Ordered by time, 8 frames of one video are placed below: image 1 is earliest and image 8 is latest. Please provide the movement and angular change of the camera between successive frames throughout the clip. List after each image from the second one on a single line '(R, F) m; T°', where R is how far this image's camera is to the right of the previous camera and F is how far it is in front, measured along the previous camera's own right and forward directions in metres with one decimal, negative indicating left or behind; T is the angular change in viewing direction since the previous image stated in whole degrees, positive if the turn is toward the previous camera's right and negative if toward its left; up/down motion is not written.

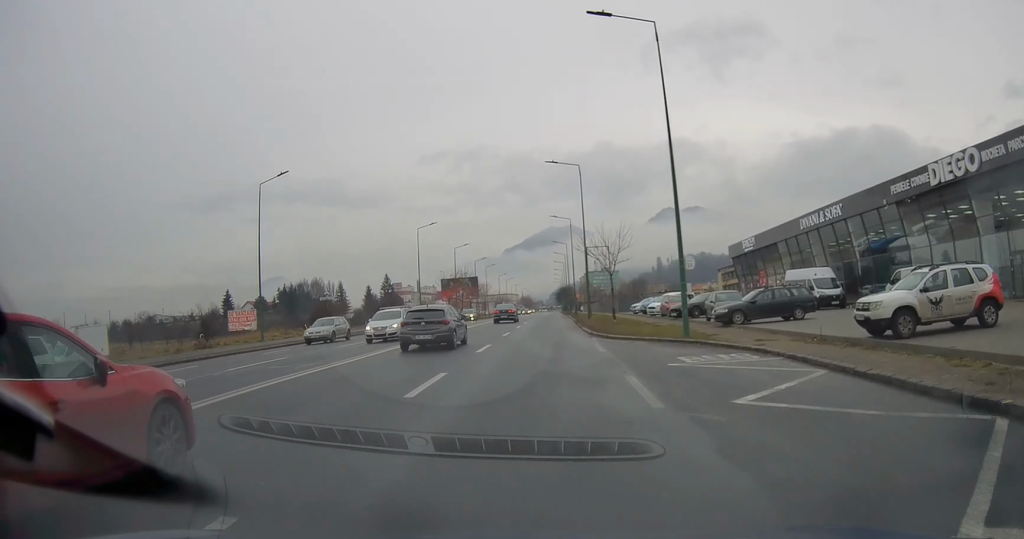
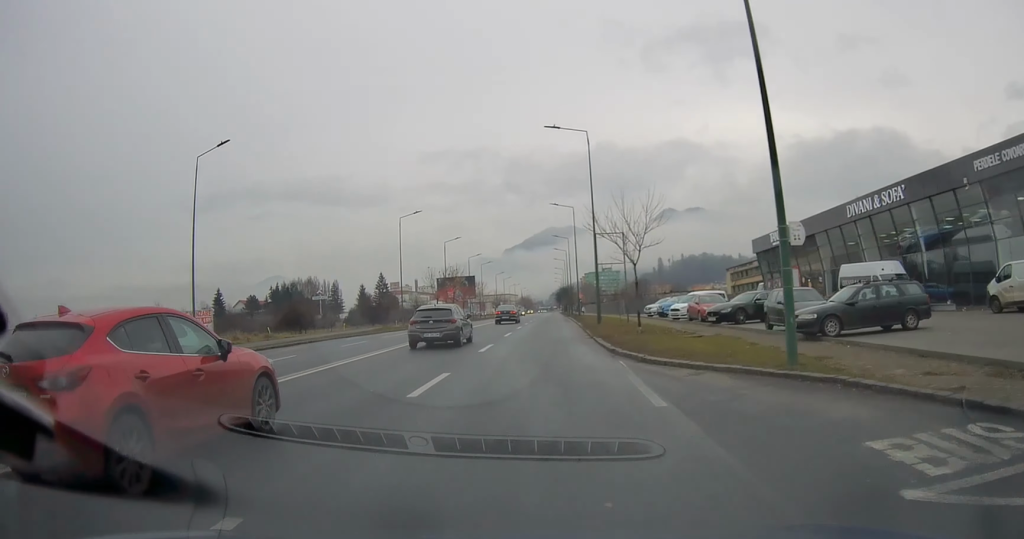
(0.0, +8.9) m; 0°
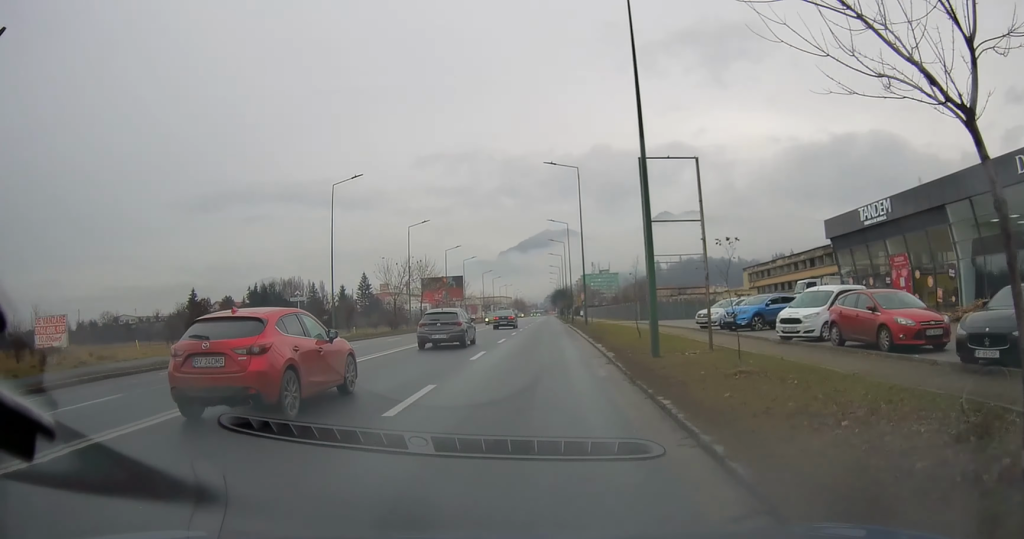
(0.0, +19.3) m; 0°
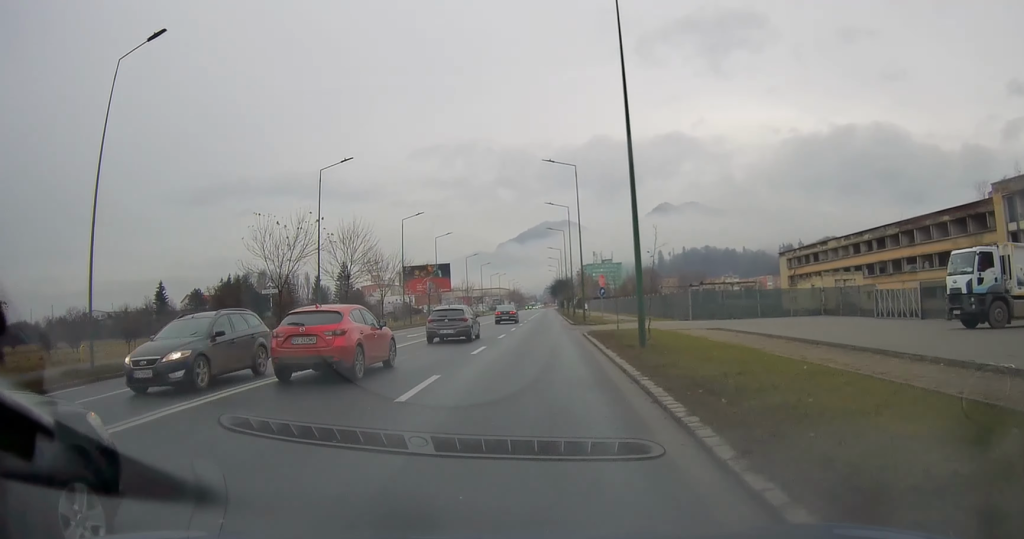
(-0.2, +26.0) m; 0°
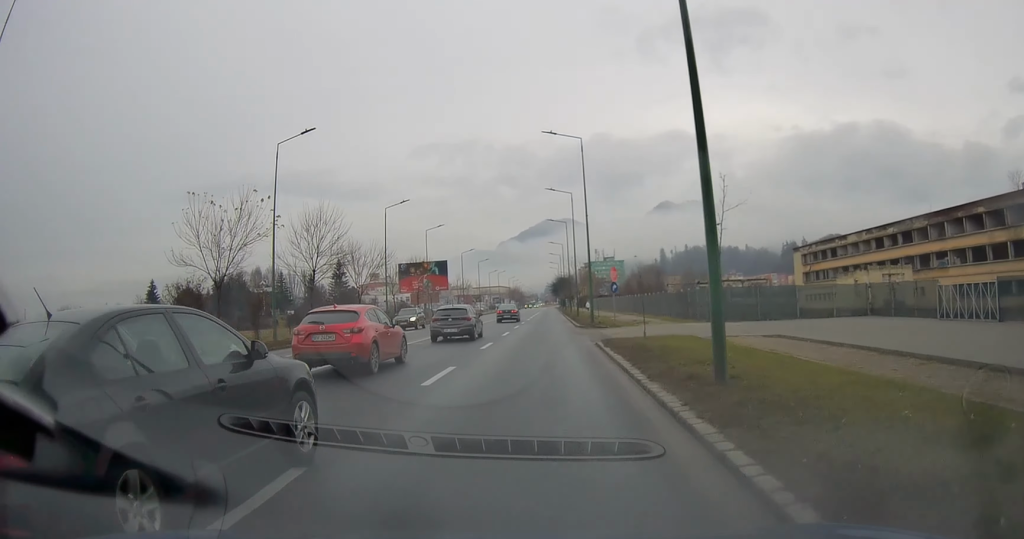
(+0.1, +7.3) m; 0°
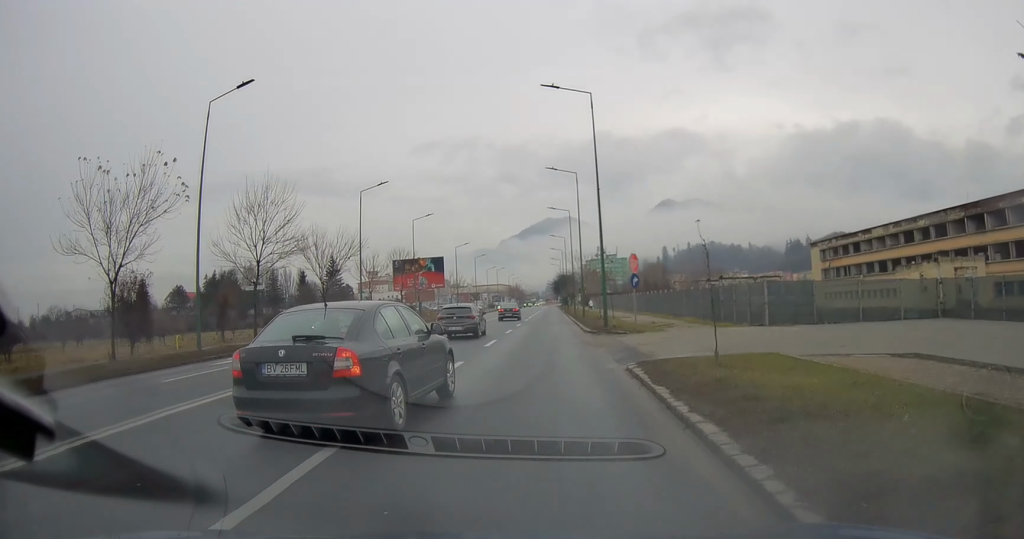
(+0.1, +8.3) m; 0°
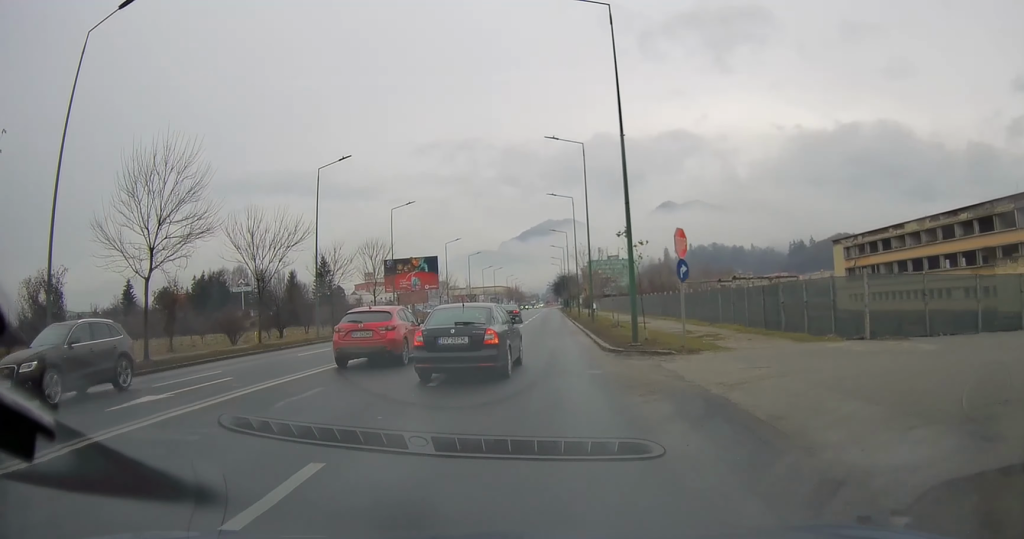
(0.0, +9.9) m; 0°
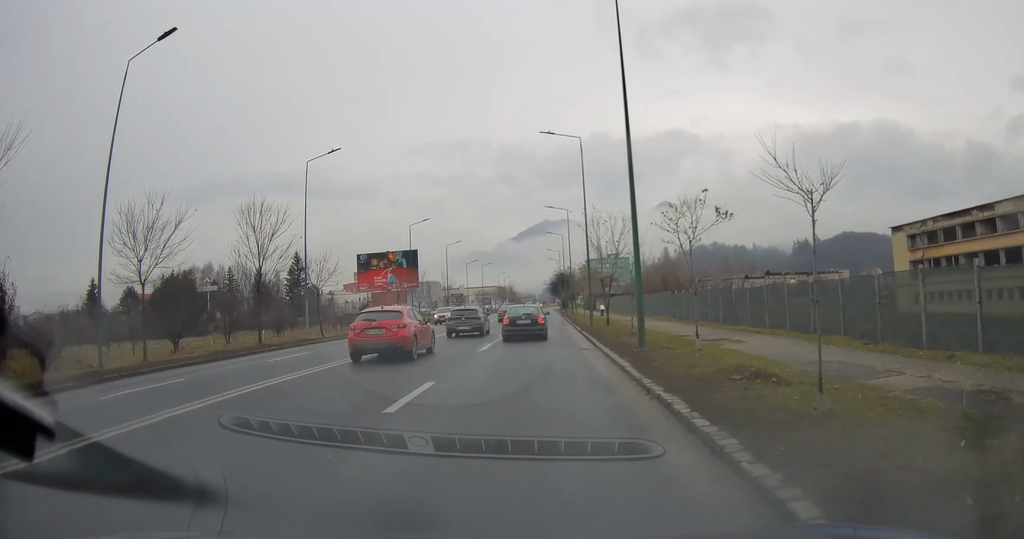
(0.0, +21.4) m; -1°
